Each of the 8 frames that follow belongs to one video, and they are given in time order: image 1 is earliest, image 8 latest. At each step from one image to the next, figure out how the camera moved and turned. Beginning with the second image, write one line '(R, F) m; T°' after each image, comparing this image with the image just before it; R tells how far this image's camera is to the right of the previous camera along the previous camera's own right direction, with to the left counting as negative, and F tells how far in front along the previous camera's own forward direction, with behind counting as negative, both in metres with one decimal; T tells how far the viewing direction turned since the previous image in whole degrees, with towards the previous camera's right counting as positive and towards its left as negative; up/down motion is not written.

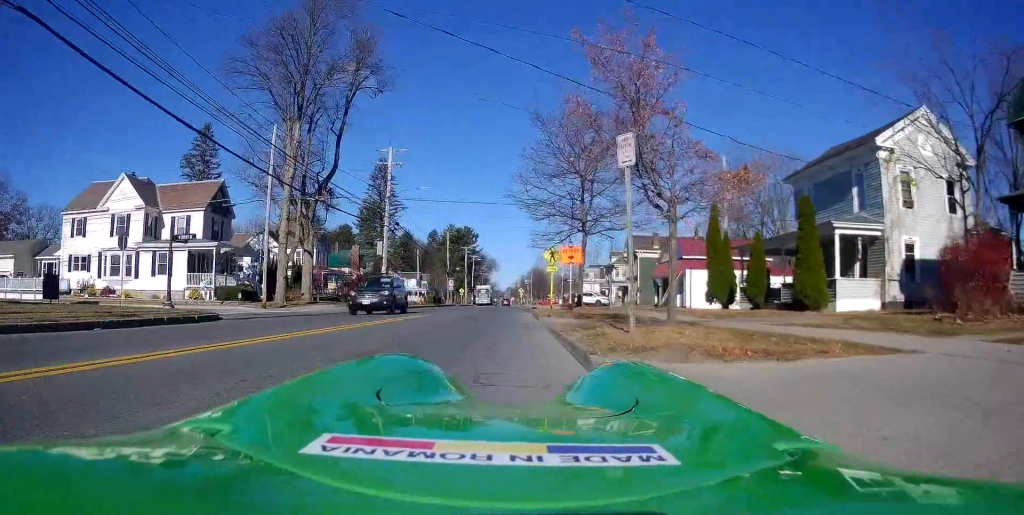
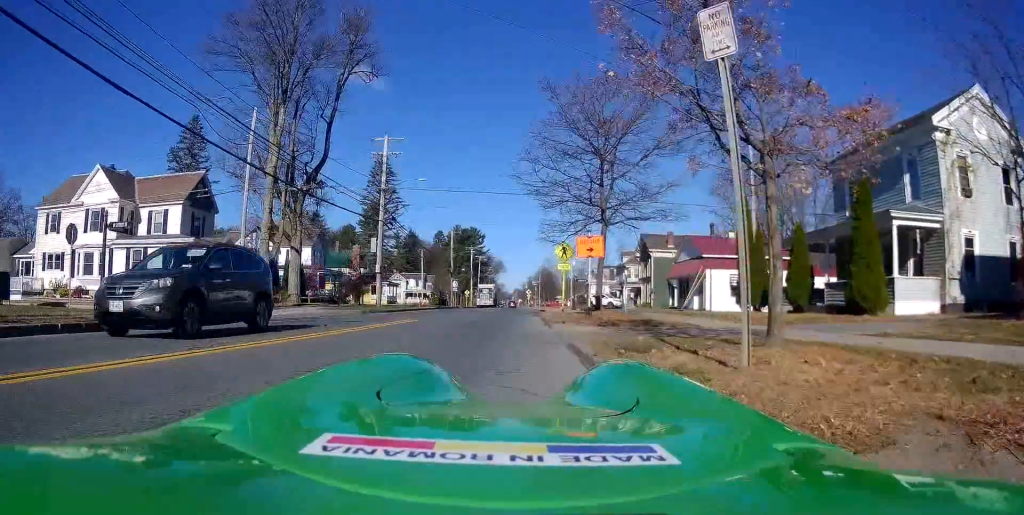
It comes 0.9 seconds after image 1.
(0.0, +3.9) m; +1°
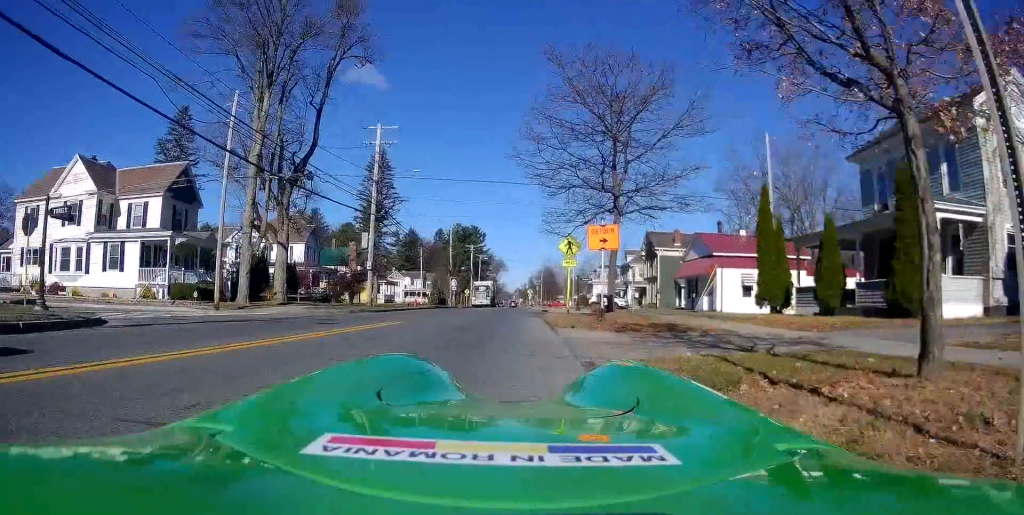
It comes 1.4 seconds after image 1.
(0.0, +2.5) m; 0°
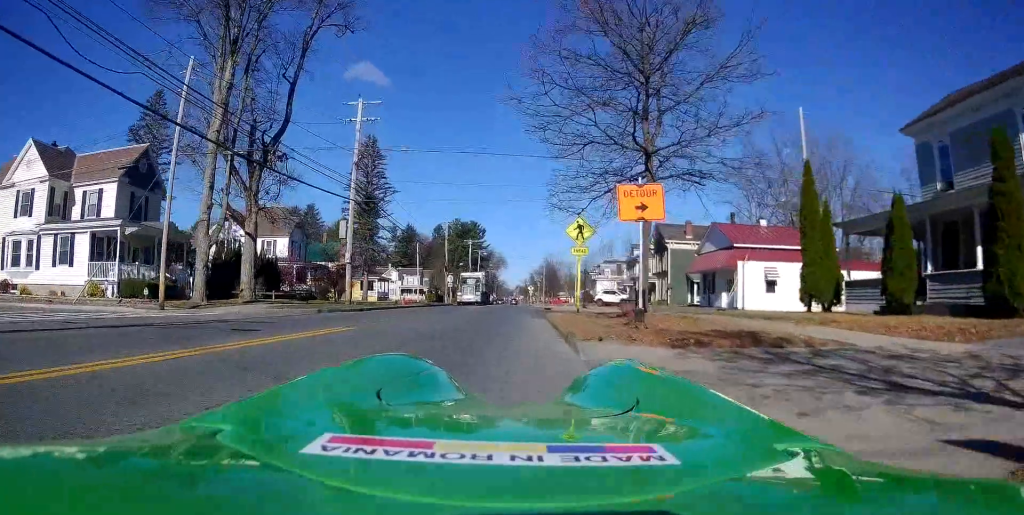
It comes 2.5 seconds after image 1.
(0.0, +5.0) m; 0°
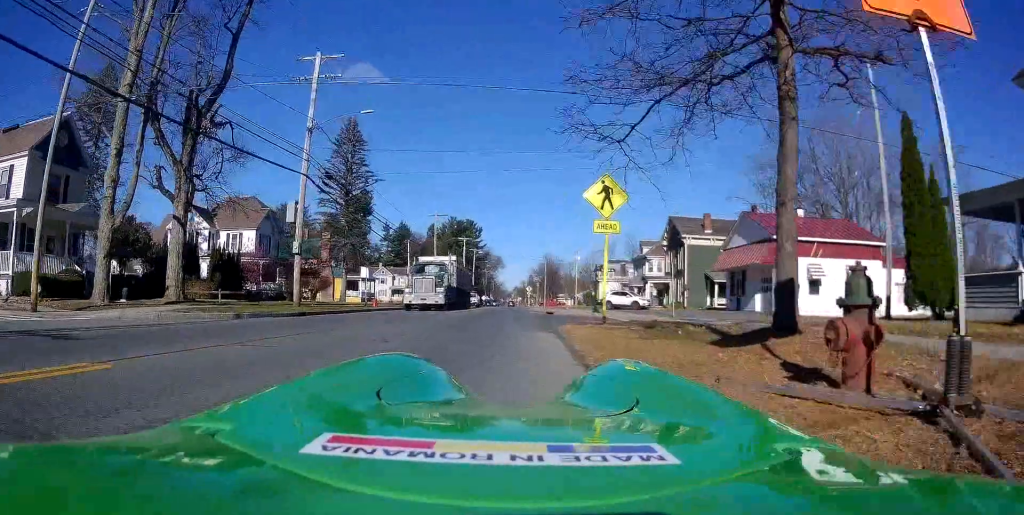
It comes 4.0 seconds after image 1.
(0.0, +7.8) m; 0°
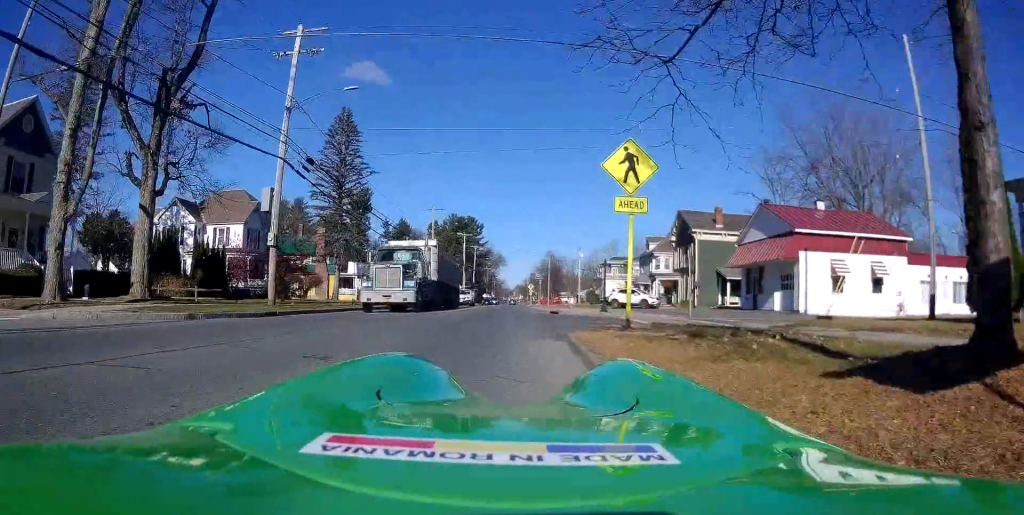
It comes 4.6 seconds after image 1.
(0.0, +3.0) m; 0°
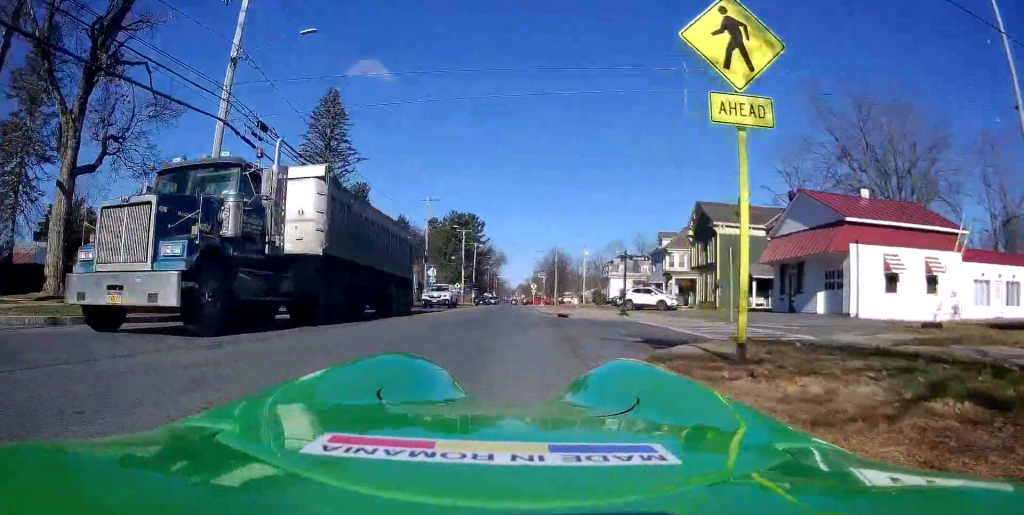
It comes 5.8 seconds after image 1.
(0.0, +5.7) m; +4°
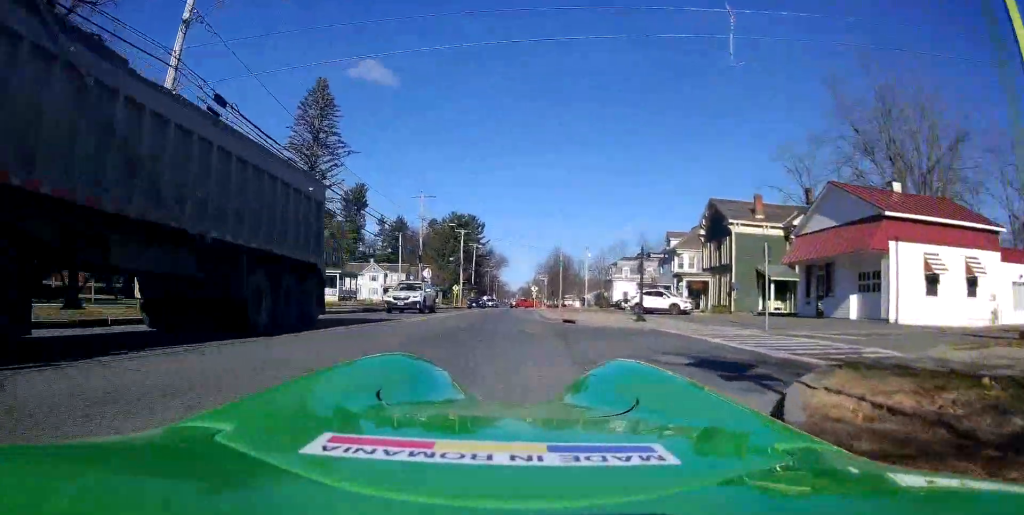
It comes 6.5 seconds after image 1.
(+0.2, +3.6) m; +1°
